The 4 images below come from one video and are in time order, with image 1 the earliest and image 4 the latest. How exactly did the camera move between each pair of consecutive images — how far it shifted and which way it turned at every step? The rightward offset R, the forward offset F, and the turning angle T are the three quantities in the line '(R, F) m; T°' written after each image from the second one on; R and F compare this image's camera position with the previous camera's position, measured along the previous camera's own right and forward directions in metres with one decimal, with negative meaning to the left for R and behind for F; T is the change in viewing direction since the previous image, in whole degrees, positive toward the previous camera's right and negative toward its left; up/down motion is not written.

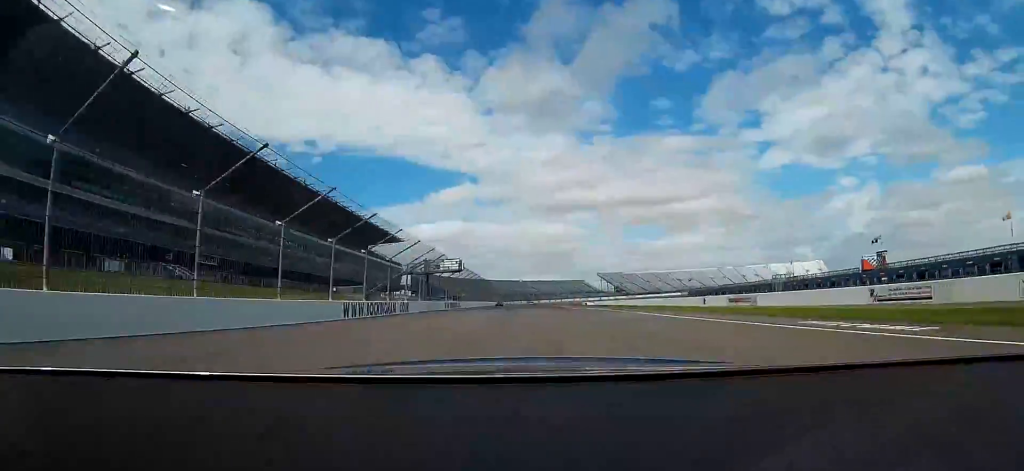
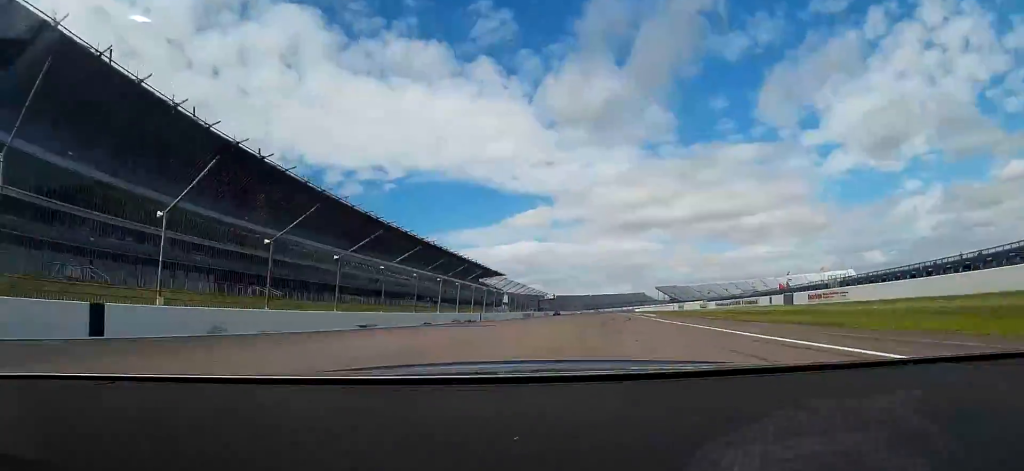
(-6.5, +102.6) m; -9°
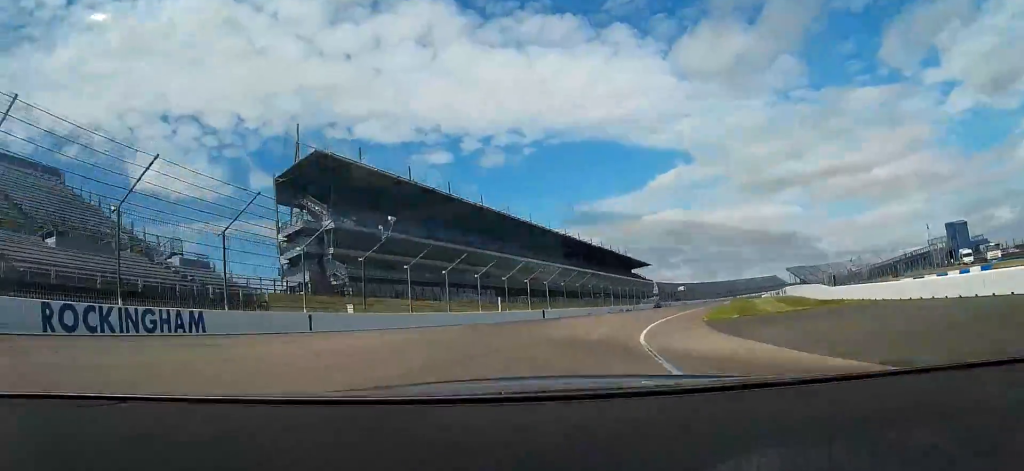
(-9.0, +76.3) m; -26°
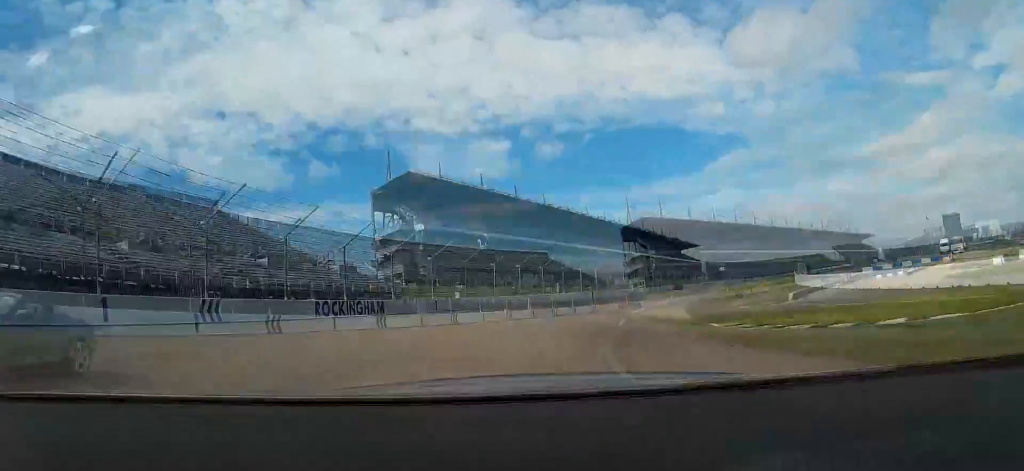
(-3.4, +27.5) m; -7°
